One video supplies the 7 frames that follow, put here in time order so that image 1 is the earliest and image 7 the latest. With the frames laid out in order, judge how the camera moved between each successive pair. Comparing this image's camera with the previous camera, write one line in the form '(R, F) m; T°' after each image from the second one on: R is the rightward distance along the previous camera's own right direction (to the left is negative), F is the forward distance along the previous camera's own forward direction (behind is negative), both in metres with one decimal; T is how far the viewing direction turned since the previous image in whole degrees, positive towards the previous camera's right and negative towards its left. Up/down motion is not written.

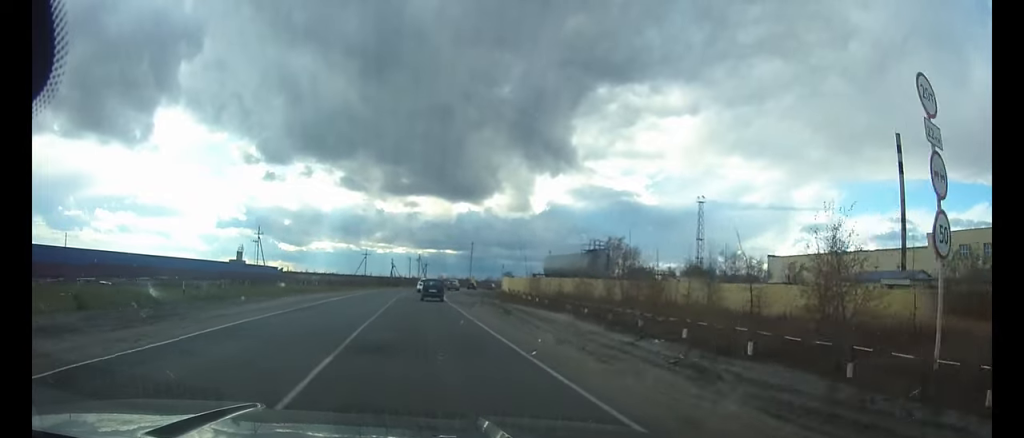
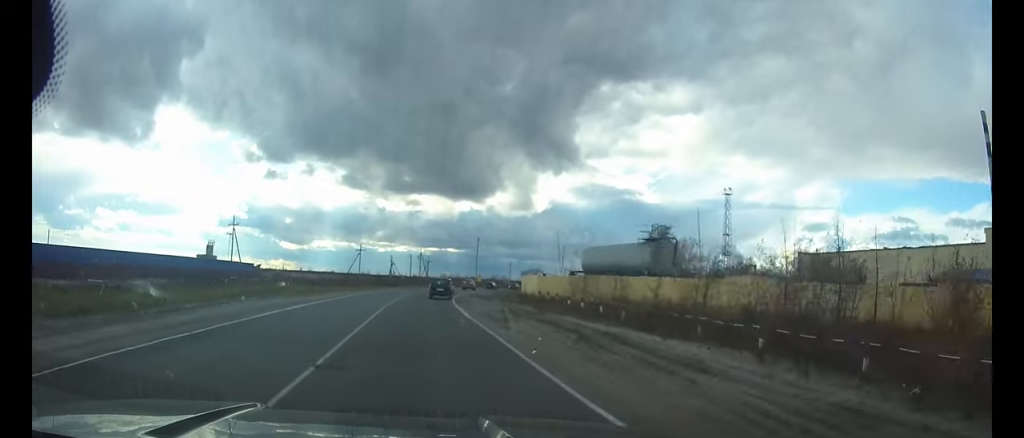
(0.0, +14.3) m; 0°
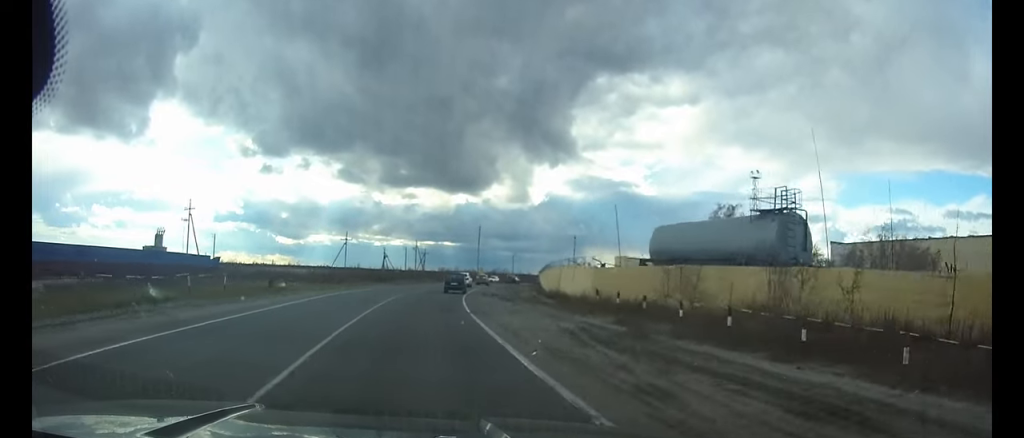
(0.0, +15.9) m; +1°
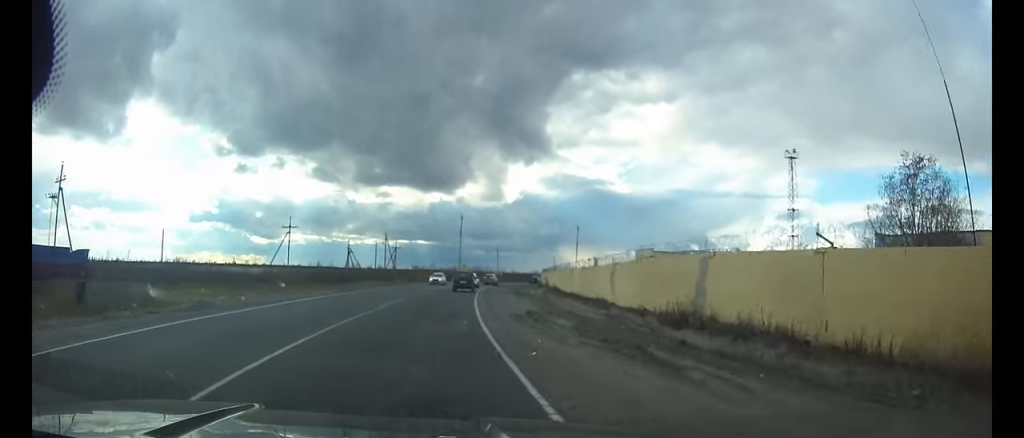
(+0.7, +25.7) m; +3°
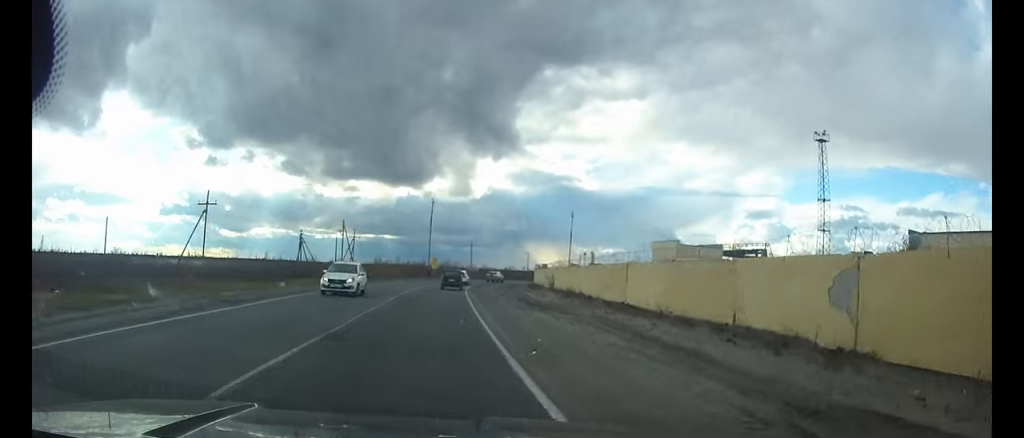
(+0.5, +19.5) m; +3°
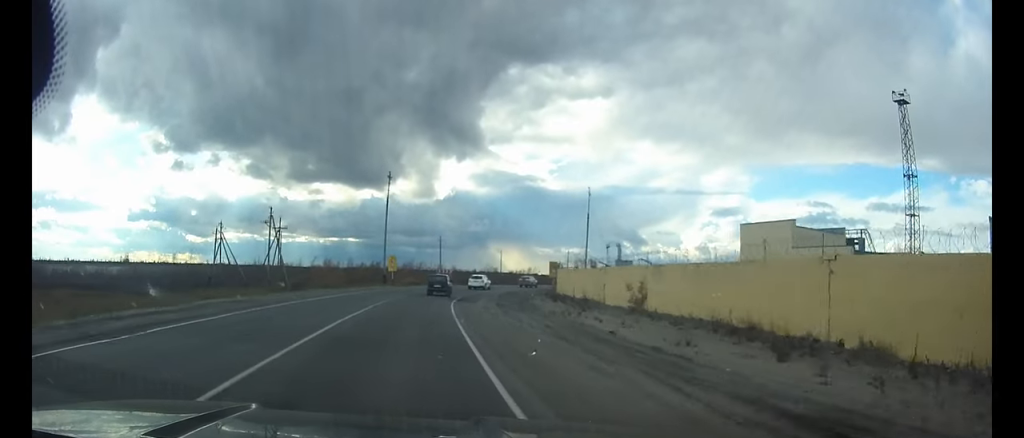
(+0.7, +29.0) m; +2°
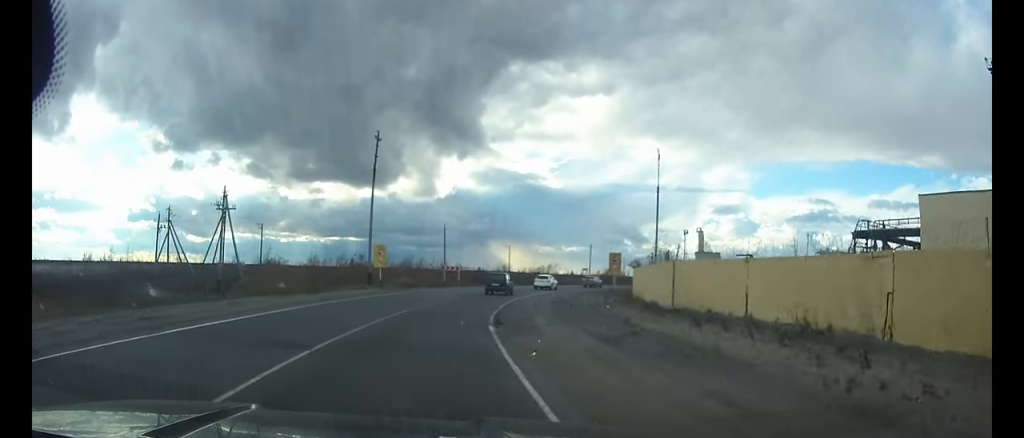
(+0.2, +19.5) m; +4°
